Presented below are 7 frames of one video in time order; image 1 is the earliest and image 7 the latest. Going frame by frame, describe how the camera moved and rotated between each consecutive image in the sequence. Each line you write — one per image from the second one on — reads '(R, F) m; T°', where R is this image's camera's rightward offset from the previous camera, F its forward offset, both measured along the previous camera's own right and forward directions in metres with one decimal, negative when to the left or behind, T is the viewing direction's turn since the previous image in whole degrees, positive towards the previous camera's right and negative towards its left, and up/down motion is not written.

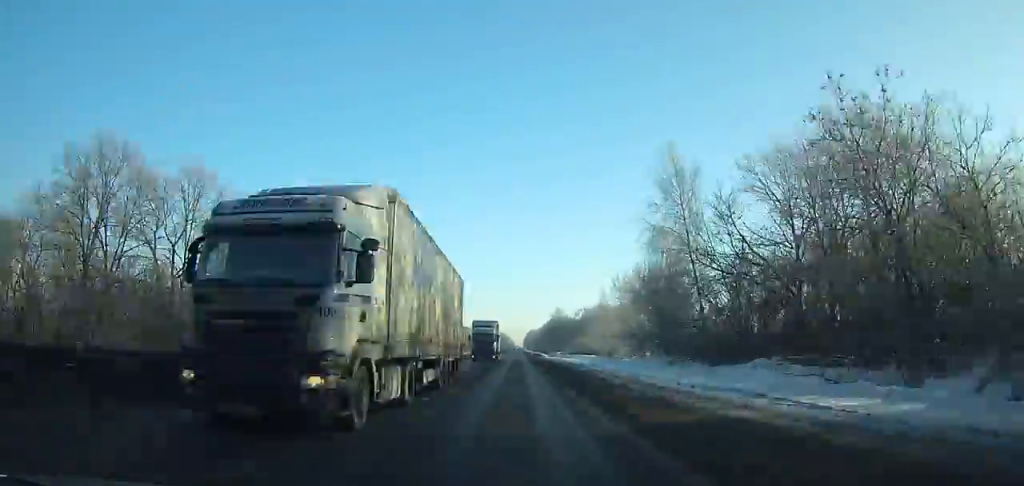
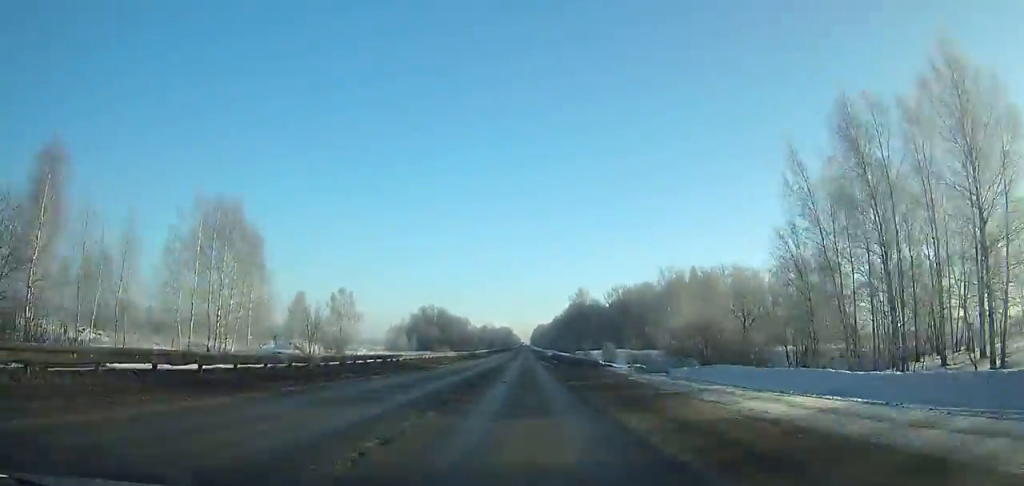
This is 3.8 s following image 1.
(0.0, +85.5) m; 0°
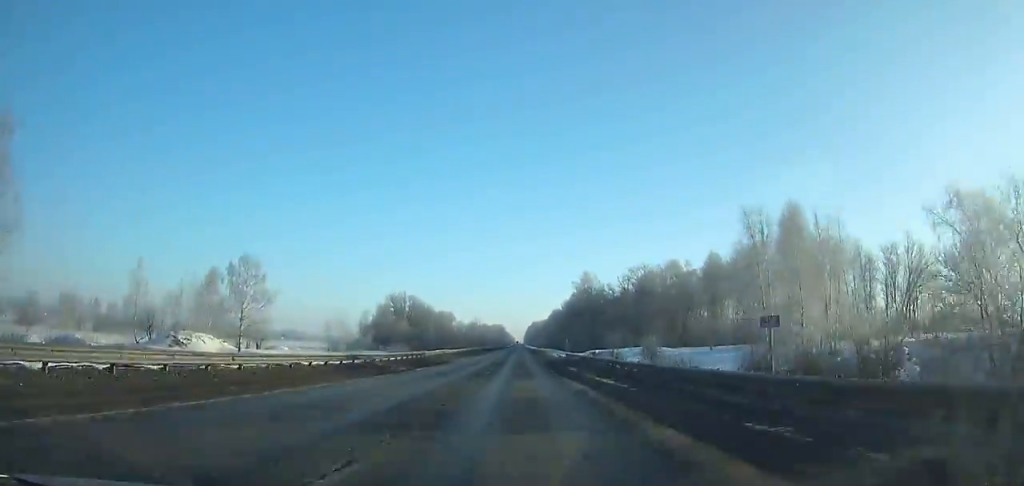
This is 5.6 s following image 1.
(0.0, +39.1) m; 0°
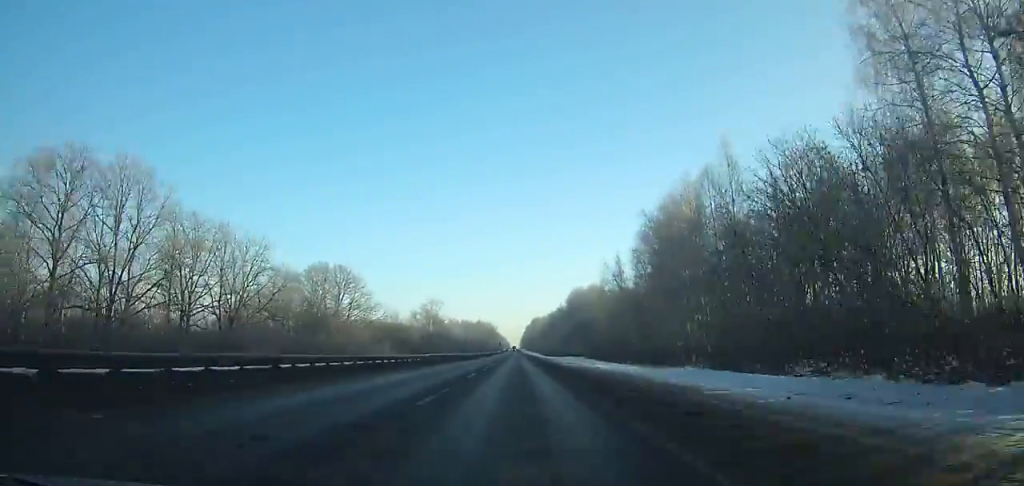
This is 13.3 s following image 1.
(+0.3, +156.0) m; +1°
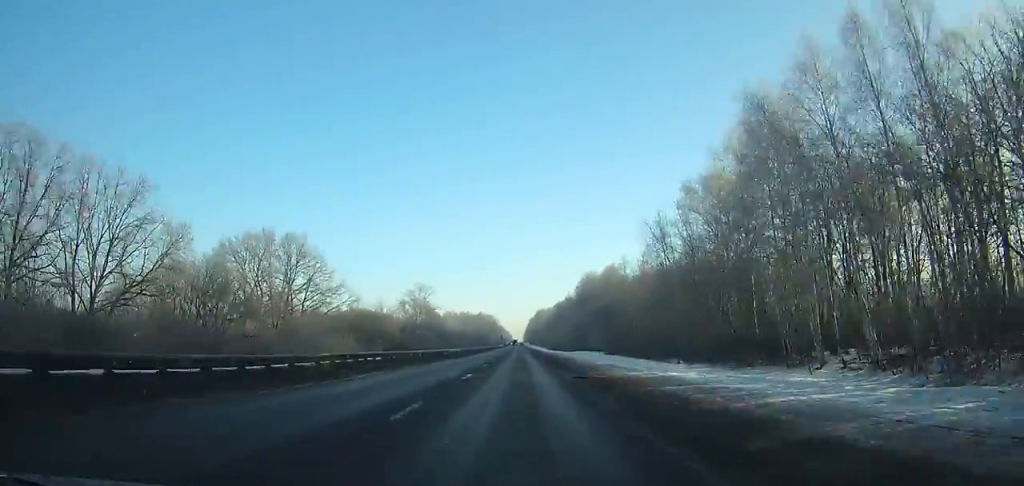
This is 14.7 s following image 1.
(0.0, +26.7) m; 0°
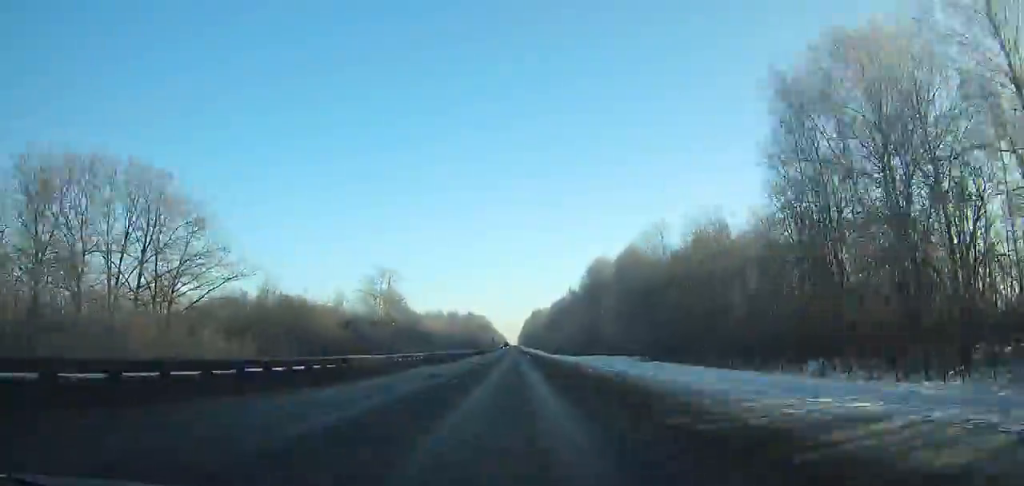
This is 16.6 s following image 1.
(0.0, +36.2) m; 0°
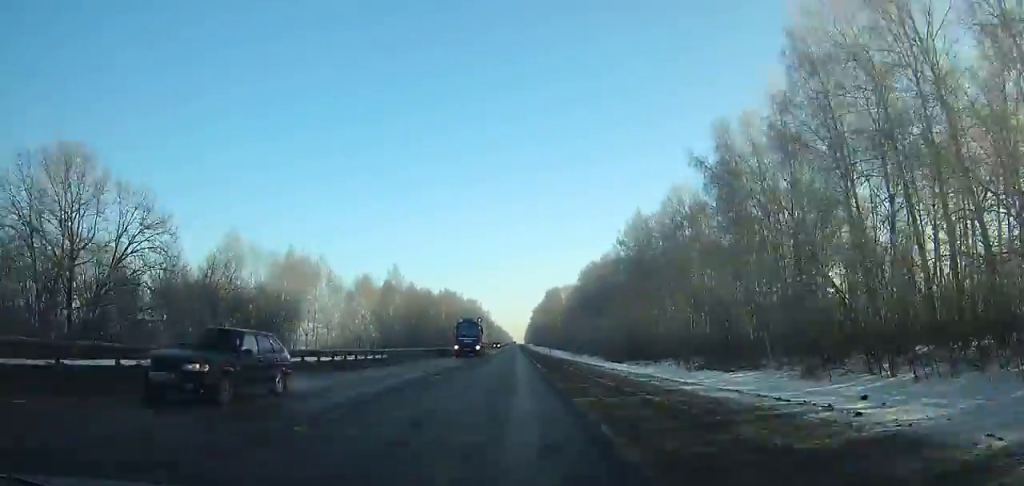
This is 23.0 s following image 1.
(-1.3, +123.4) m; -1°
